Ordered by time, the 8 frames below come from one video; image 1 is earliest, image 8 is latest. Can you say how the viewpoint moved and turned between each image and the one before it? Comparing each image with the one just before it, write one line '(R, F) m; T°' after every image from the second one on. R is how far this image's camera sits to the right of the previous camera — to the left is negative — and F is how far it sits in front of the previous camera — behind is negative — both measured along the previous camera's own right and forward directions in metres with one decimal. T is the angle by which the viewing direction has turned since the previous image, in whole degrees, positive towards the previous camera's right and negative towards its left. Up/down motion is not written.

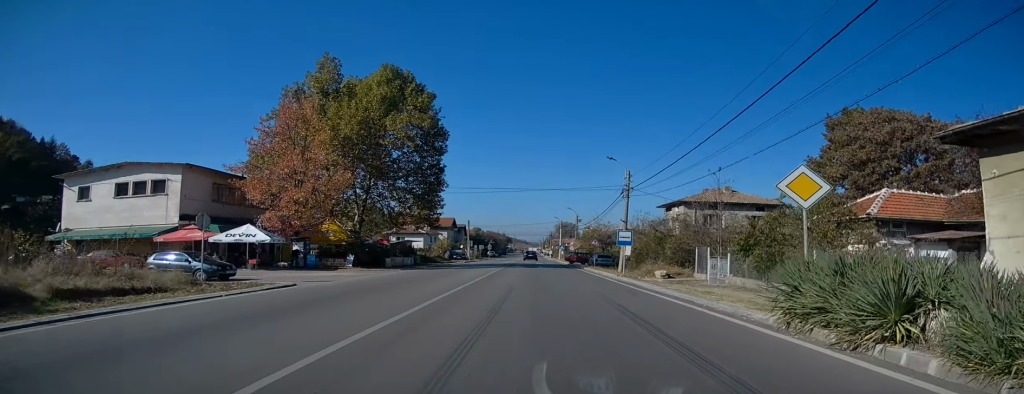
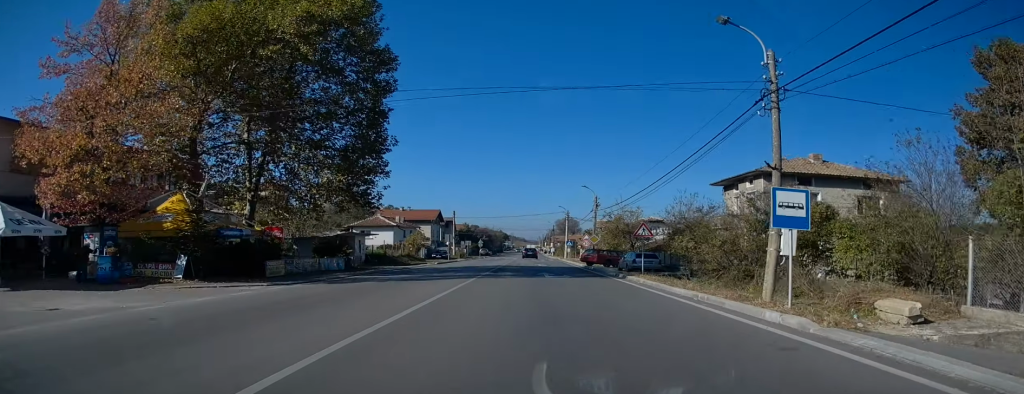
(+0.3, +19.1) m; +2°
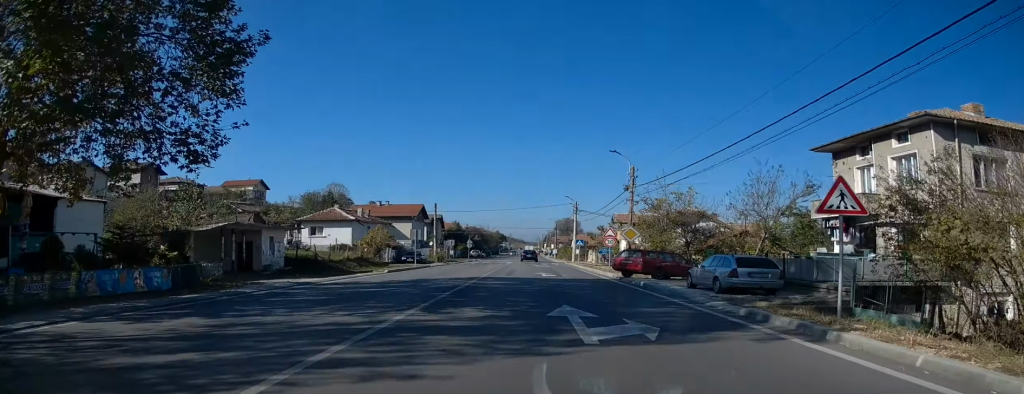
(0.0, +16.8) m; -1°
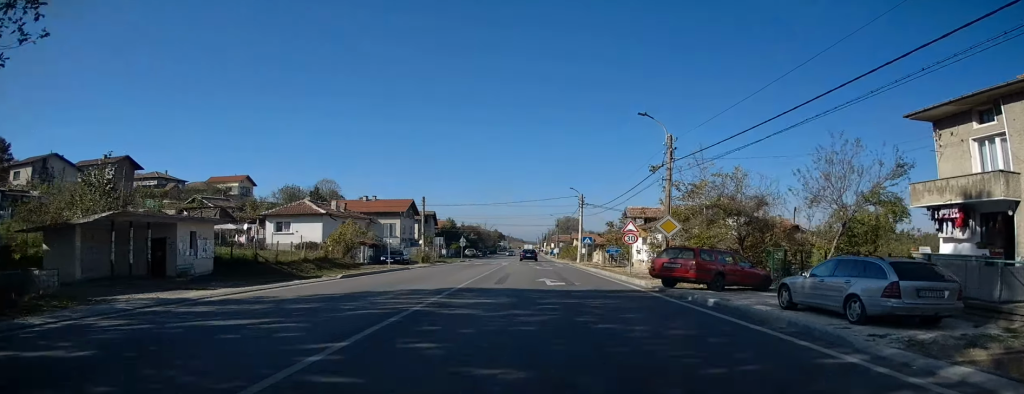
(-0.1, +8.1) m; -1°
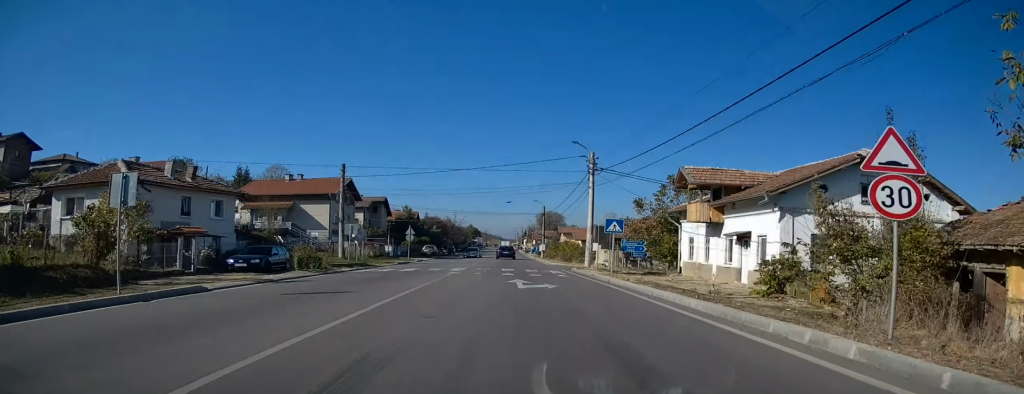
(+0.2, +23.5) m; +1°
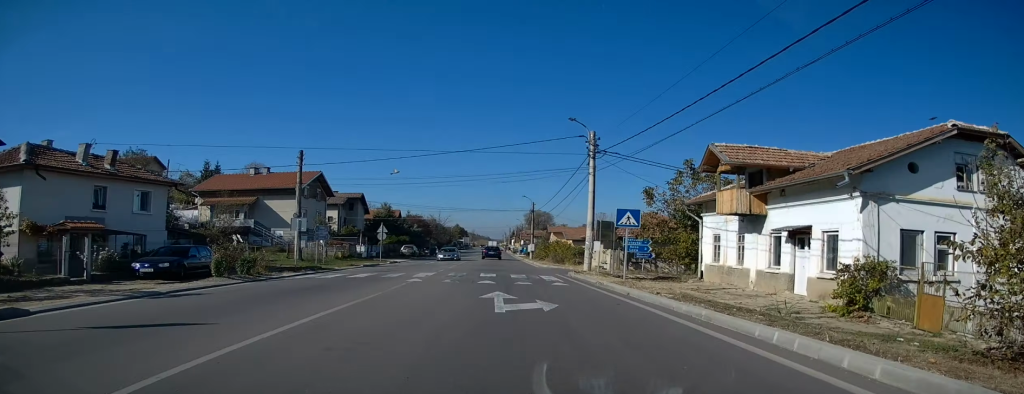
(0.0, +6.3) m; 0°
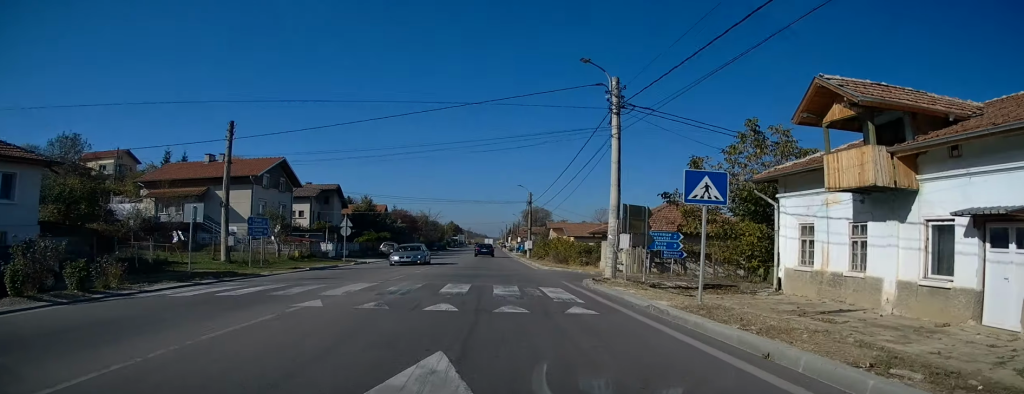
(+0.1, +9.4) m; 0°
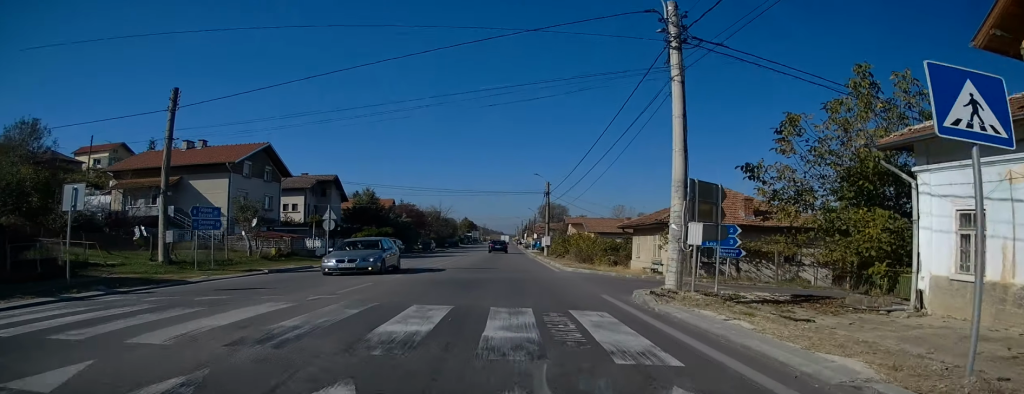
(-0.2, +7.3) m; +1°
